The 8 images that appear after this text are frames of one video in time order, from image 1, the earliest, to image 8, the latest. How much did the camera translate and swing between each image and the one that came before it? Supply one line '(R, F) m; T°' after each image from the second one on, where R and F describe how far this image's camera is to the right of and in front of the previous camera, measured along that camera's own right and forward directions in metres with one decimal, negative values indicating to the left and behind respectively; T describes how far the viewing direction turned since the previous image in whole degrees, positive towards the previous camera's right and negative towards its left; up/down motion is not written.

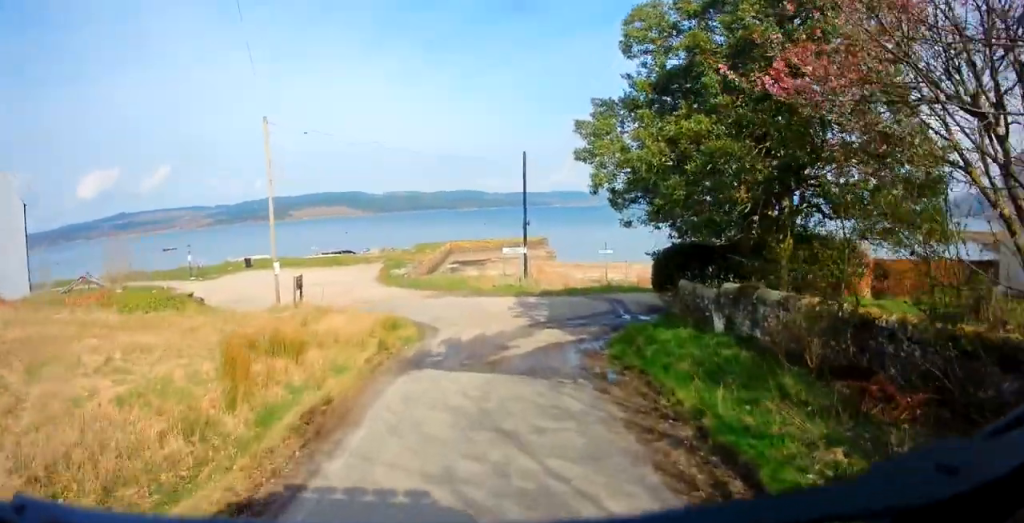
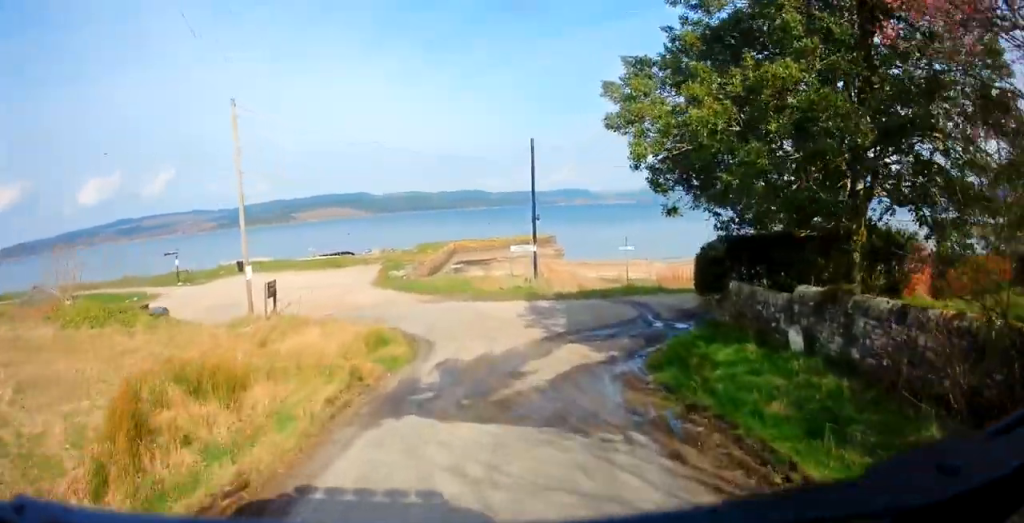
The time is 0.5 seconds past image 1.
(0.0, +2.8) m; -2°
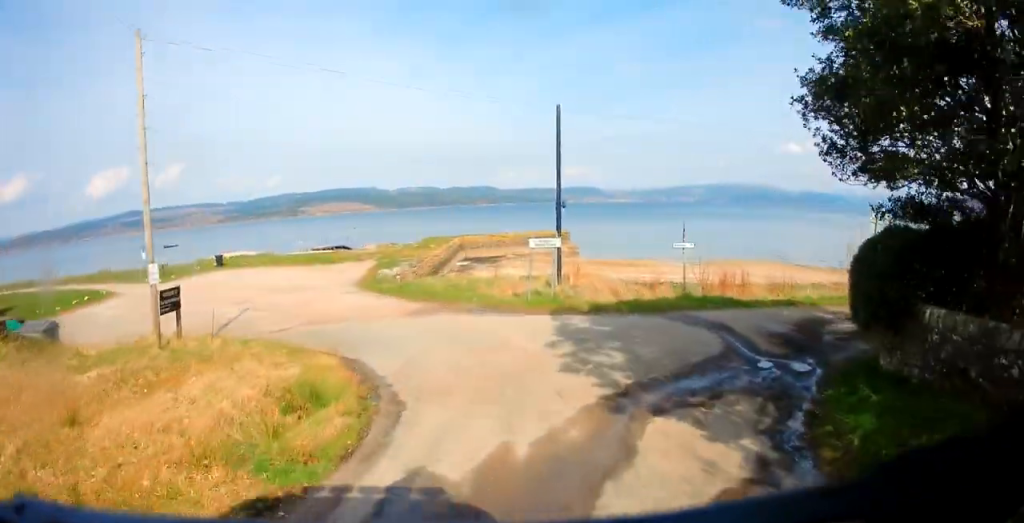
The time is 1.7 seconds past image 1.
(-0.4, +5.7) m; 0°
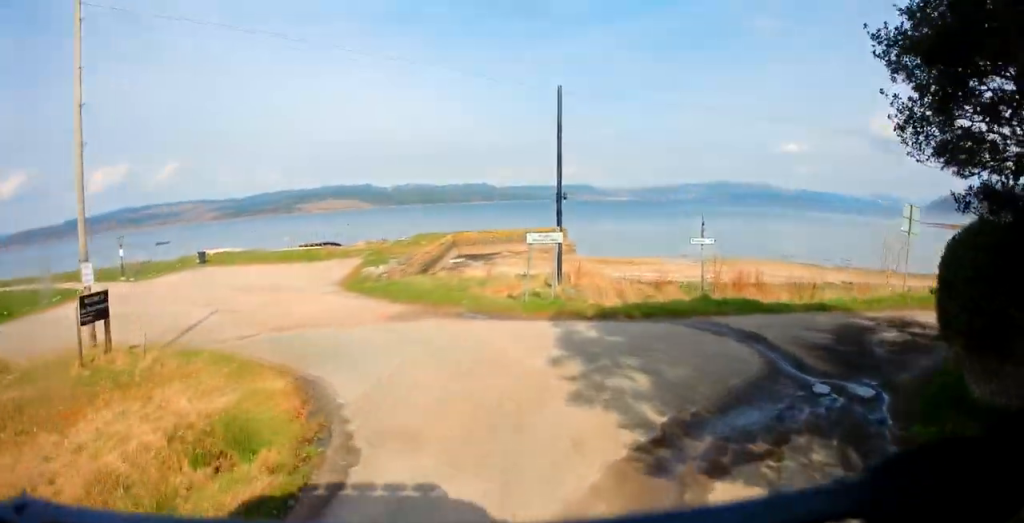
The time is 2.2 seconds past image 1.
(0.0, +2.5) m; +4°
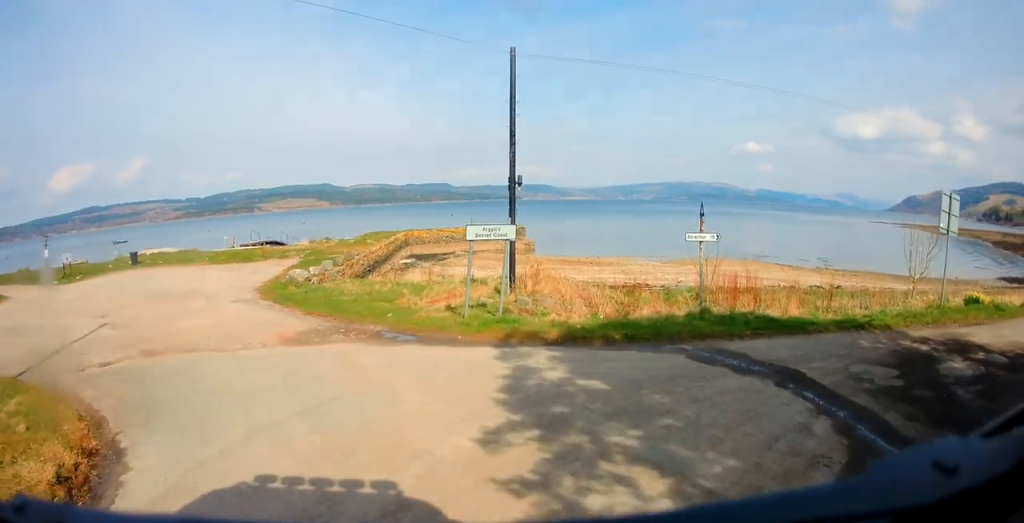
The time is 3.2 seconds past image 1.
(+0.3, +4.5) m; +5°
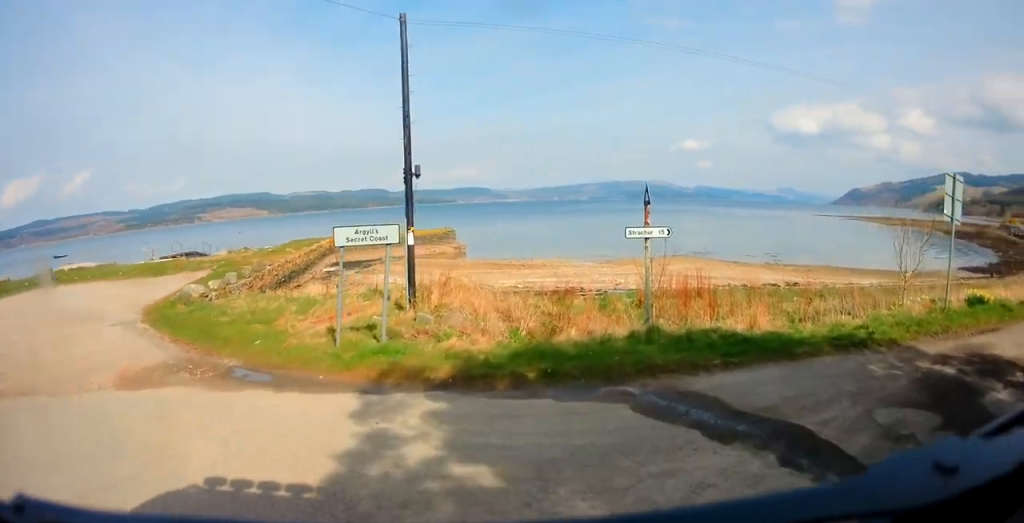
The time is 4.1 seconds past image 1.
(+0.1, +3.3) m; +11°
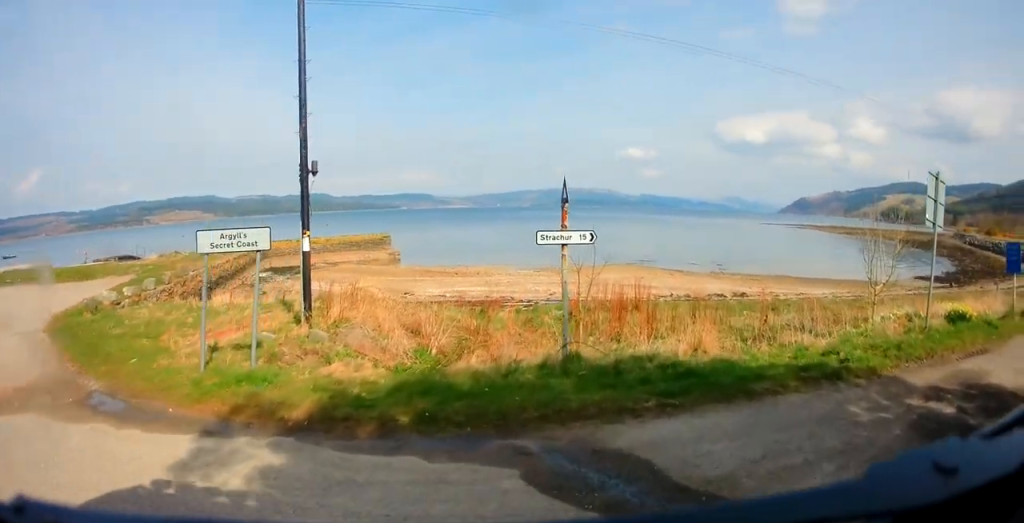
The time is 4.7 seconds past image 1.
(+0.3, +1.8) m; +11°
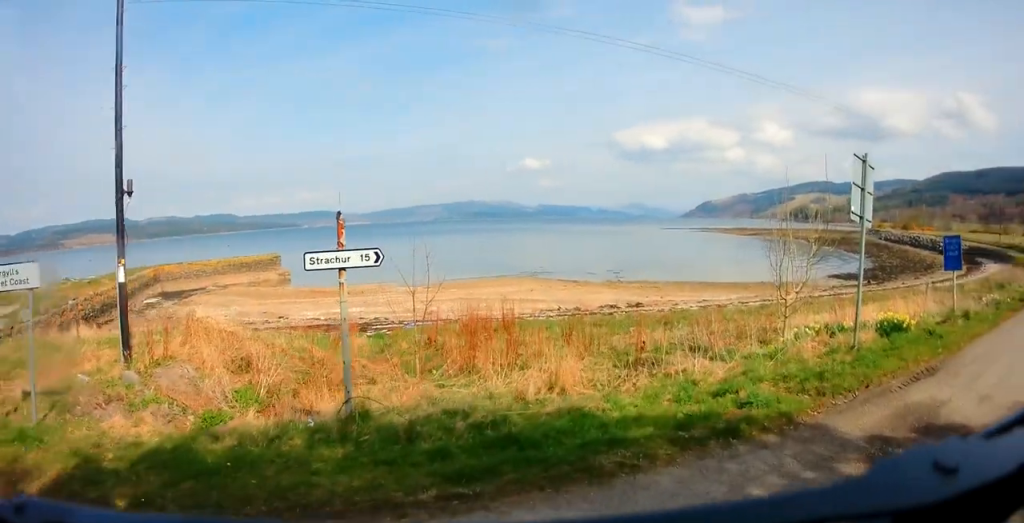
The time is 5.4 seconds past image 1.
(+0.3, +2.1) m; +15°
